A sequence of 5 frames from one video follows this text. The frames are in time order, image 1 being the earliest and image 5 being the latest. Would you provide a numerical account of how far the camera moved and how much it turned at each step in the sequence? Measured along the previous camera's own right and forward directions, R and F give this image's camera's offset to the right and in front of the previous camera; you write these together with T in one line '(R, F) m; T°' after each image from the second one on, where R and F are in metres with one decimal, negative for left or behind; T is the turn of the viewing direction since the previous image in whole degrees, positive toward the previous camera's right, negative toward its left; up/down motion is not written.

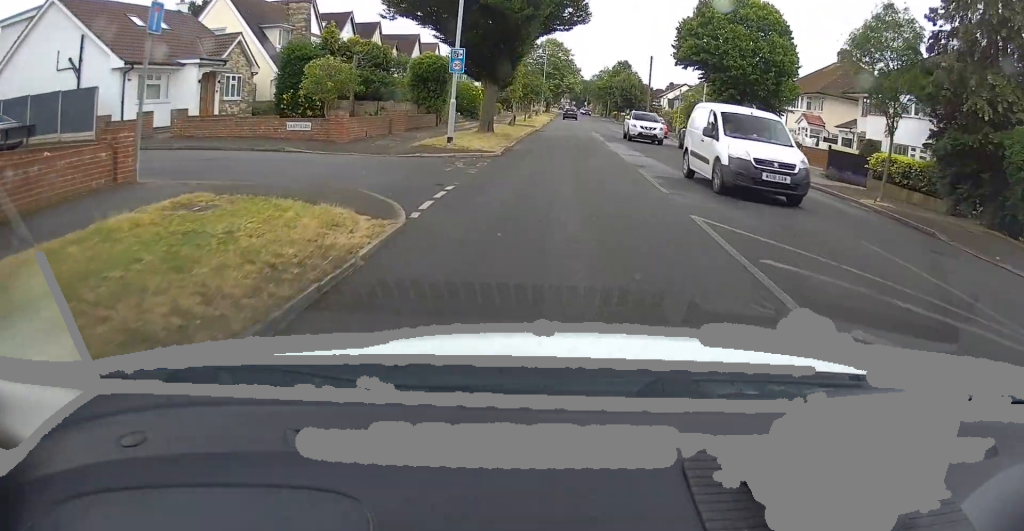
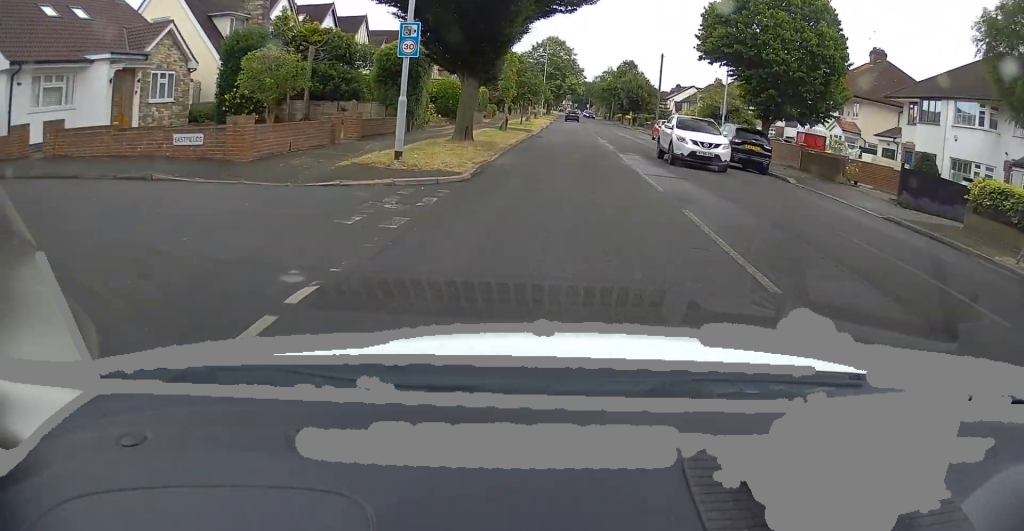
(-0.3, +6.0) m; 0°
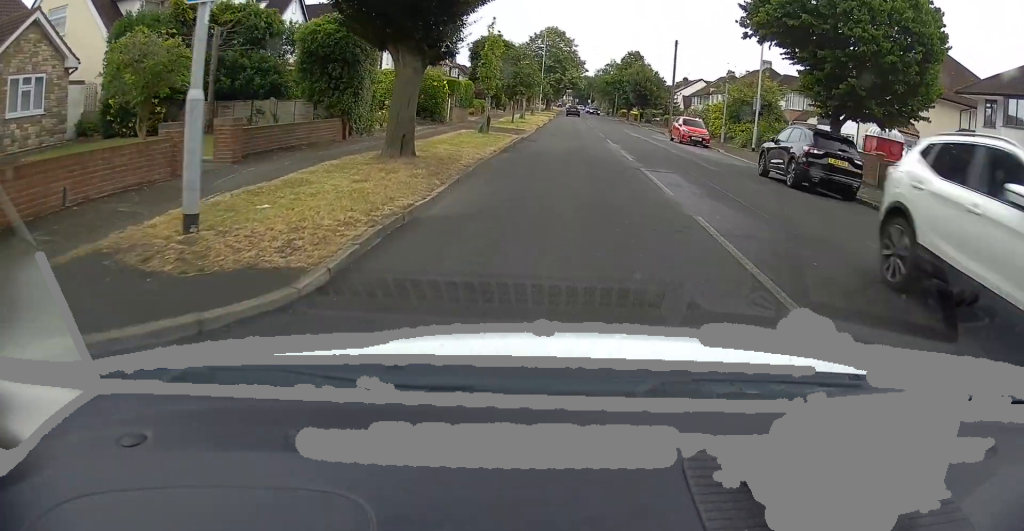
(+0.2, +7.8) m; +1°
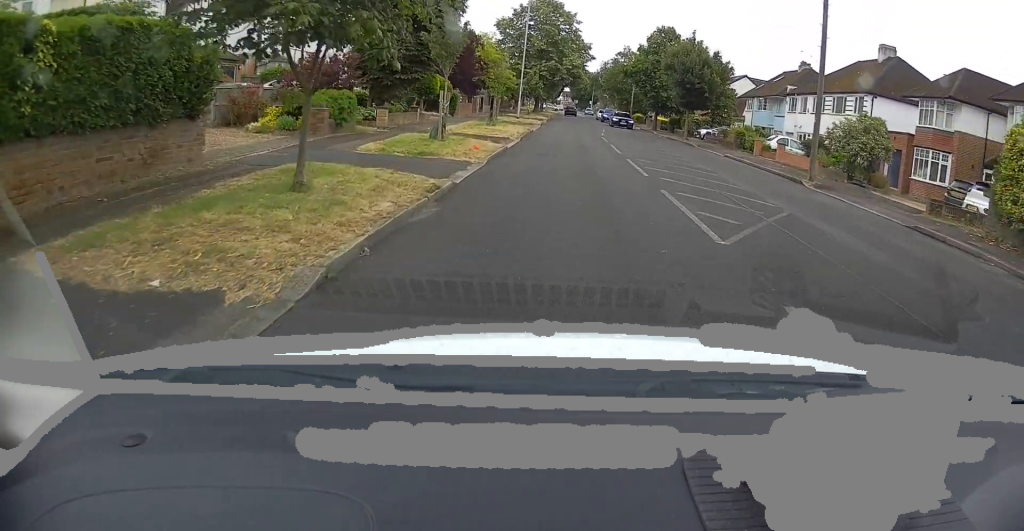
(-0.3, +31.0) m; -1°
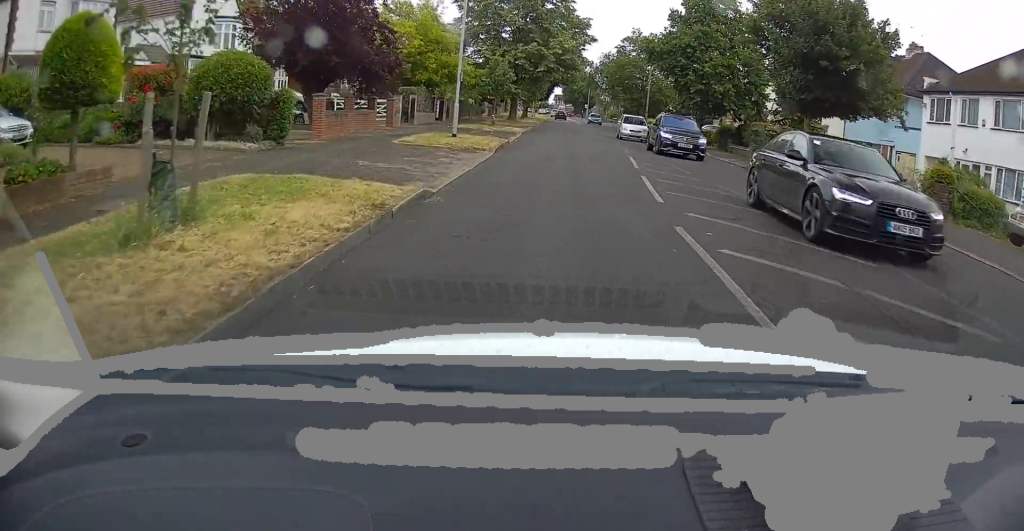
(0.0, +23.5) m; 0°
